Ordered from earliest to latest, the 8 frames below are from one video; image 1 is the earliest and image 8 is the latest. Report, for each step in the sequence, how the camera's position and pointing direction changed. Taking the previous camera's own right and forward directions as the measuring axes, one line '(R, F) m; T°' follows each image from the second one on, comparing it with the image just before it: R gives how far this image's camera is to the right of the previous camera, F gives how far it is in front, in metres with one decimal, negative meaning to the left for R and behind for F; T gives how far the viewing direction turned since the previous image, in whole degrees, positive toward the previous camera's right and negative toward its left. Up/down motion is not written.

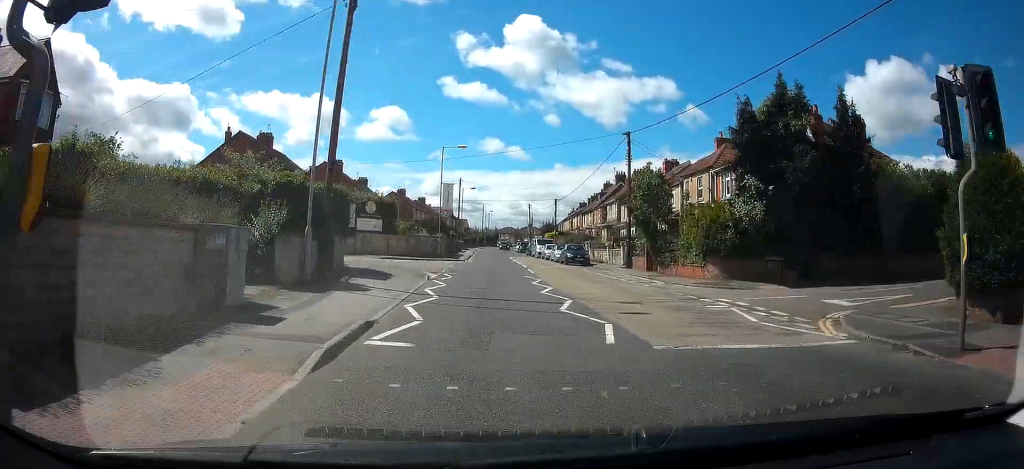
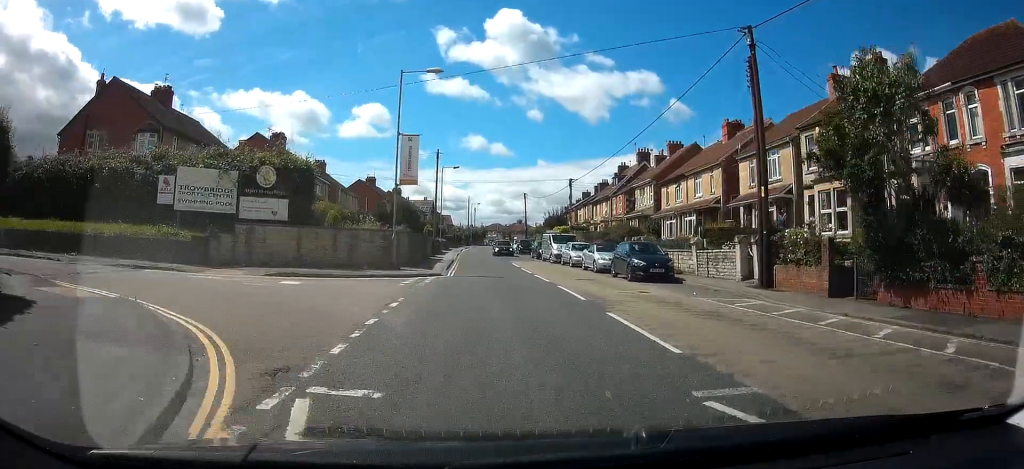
(+0.1, +18.2) m; +2°
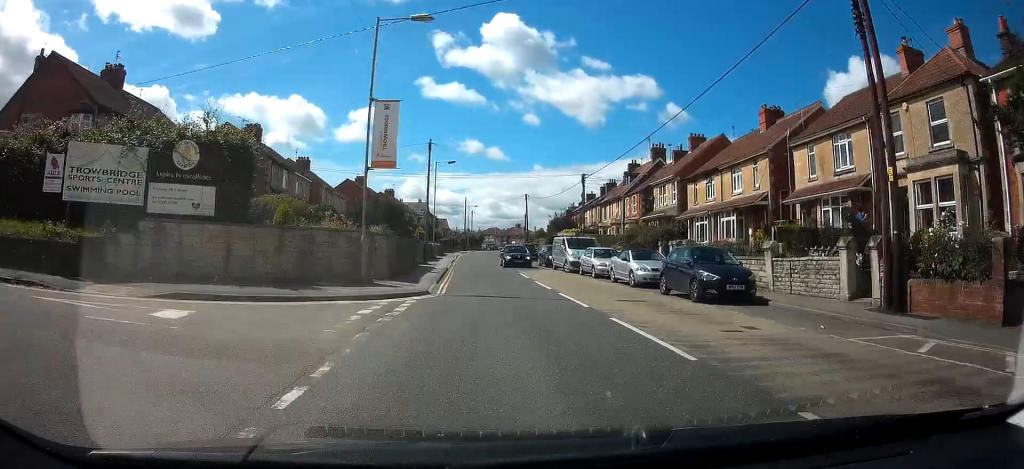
(+0.2, +6.4) m; 0°
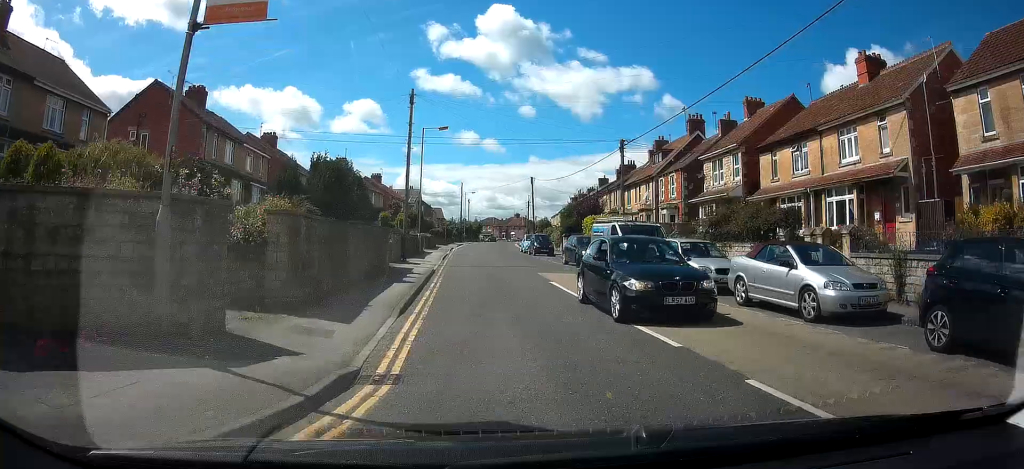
(+0.1, +11.4) m; -1°
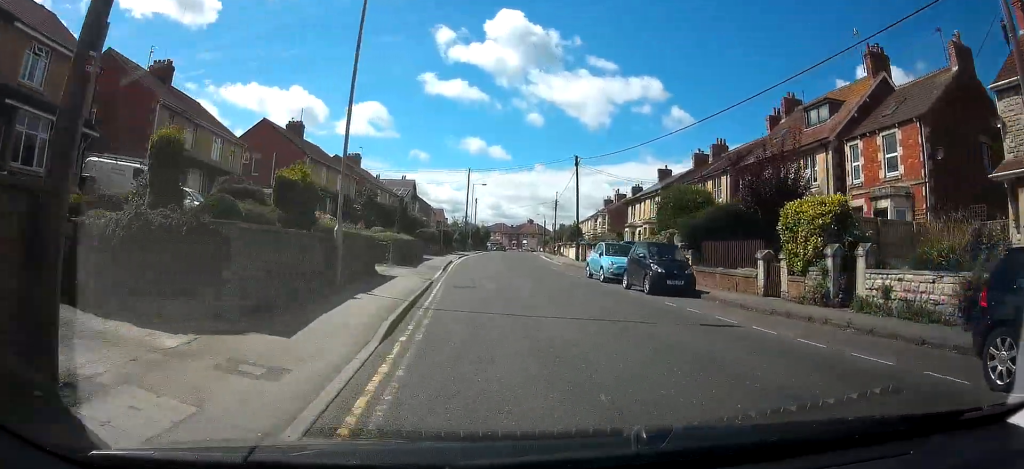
(-0.4, +24.9) m; -1°
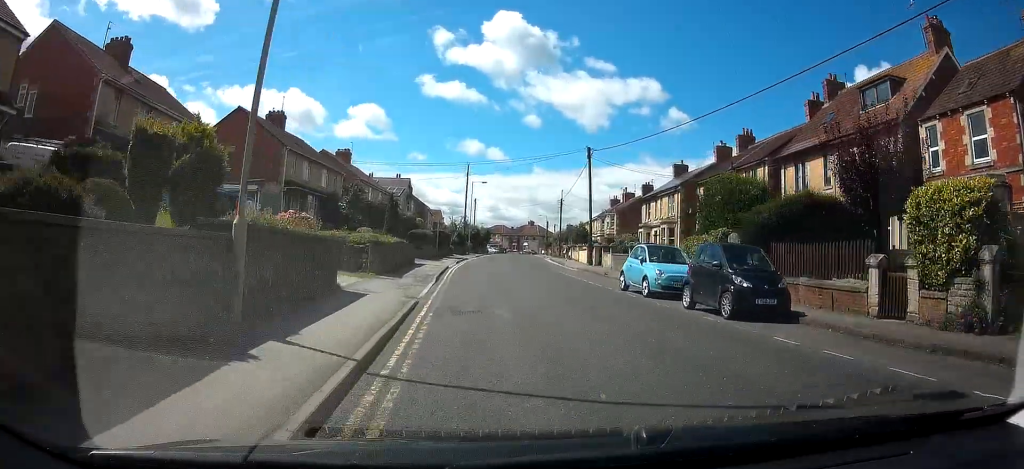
(0.0, +5.4) m; 0°
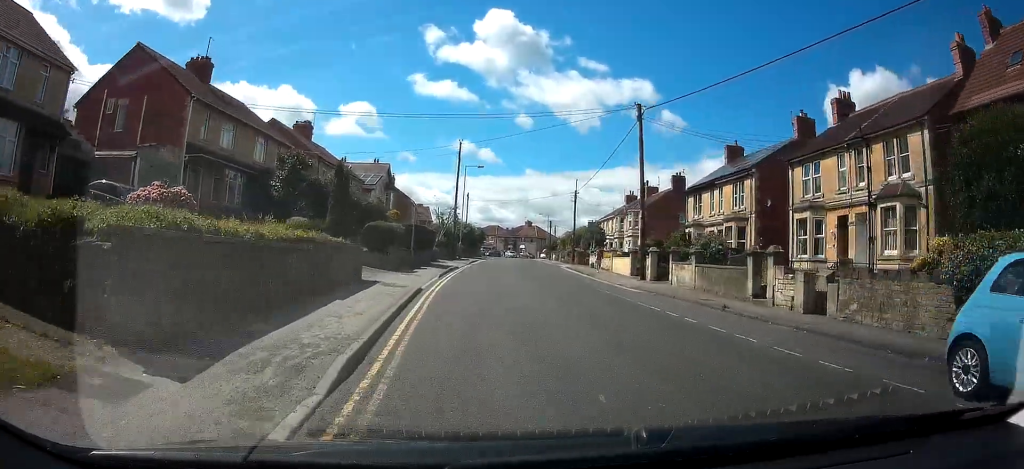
(0.0, +14.5) m; 0°
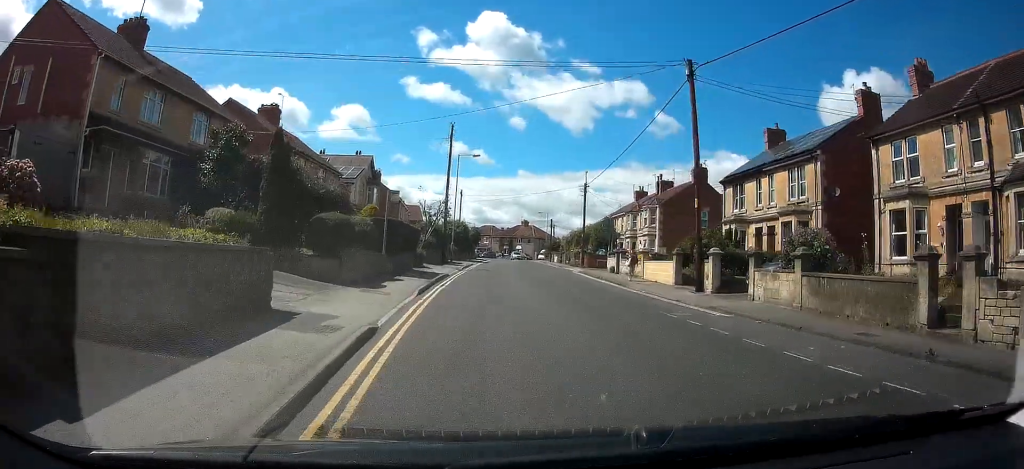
(0.0, +7.8) m; 0°
